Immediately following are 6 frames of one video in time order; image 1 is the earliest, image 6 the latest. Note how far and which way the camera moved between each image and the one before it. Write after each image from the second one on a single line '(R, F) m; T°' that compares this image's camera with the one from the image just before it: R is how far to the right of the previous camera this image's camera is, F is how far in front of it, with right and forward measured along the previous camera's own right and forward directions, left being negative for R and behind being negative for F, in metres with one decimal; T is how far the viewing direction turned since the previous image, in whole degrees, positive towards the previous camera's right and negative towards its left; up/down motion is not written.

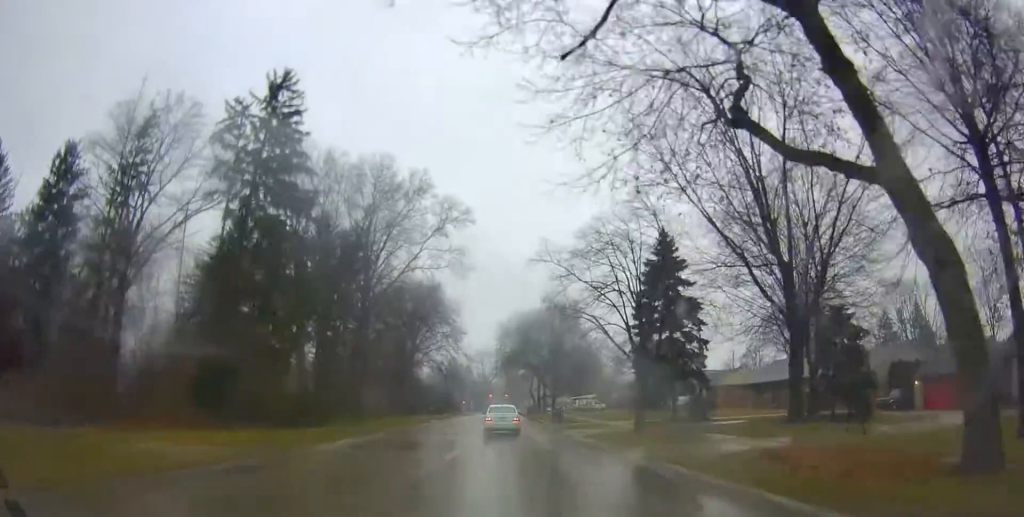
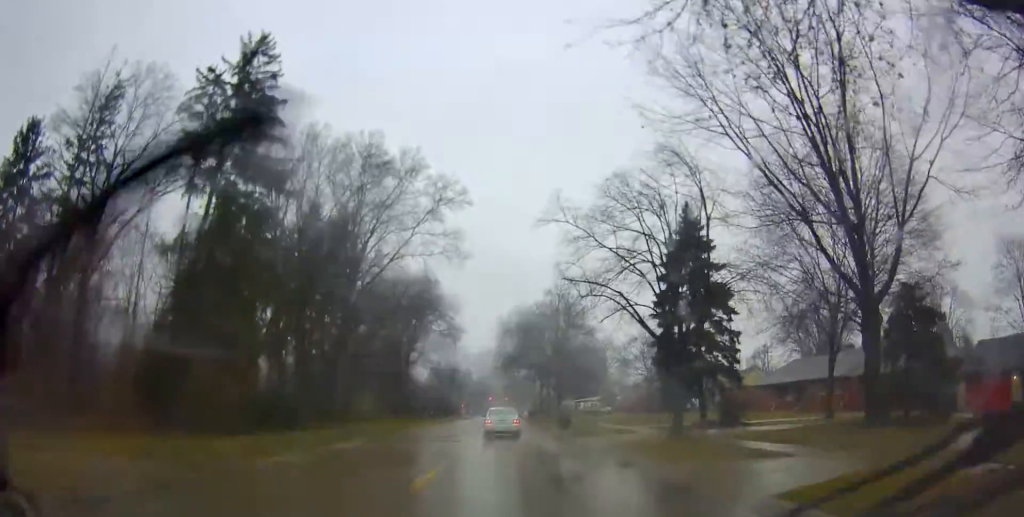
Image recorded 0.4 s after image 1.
(0.0, +5.2) m; -1°
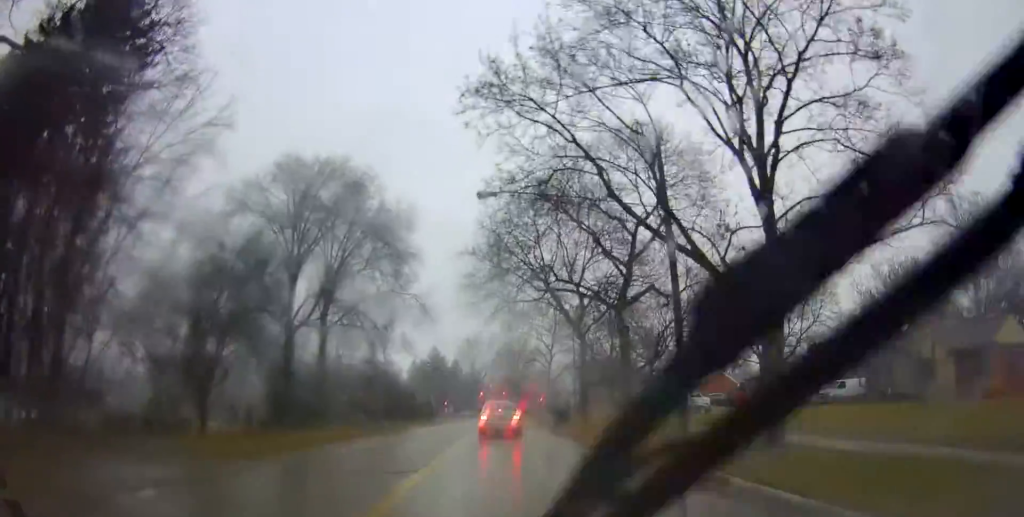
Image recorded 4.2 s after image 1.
(-0.5, +43.9) m; +2°
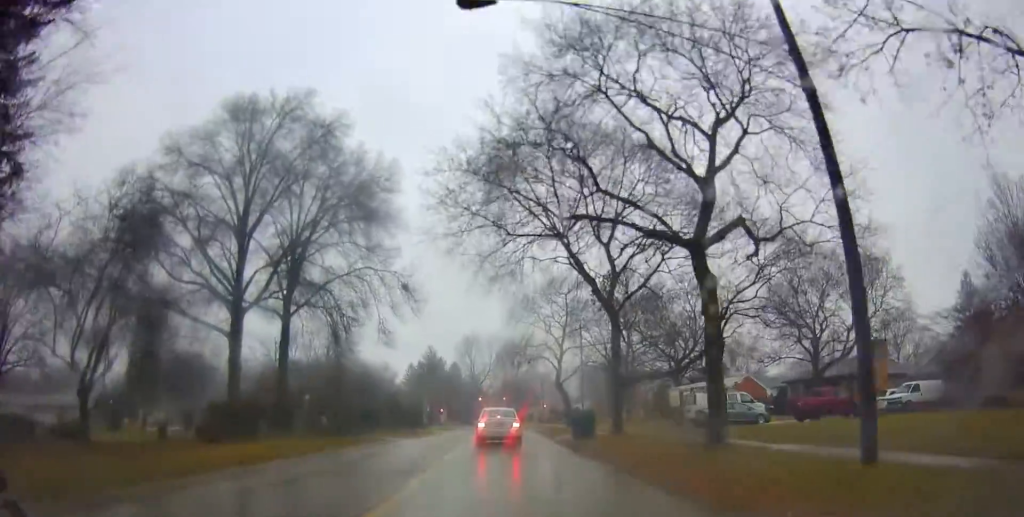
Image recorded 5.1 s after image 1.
(0.0, +10.0) m; 0°
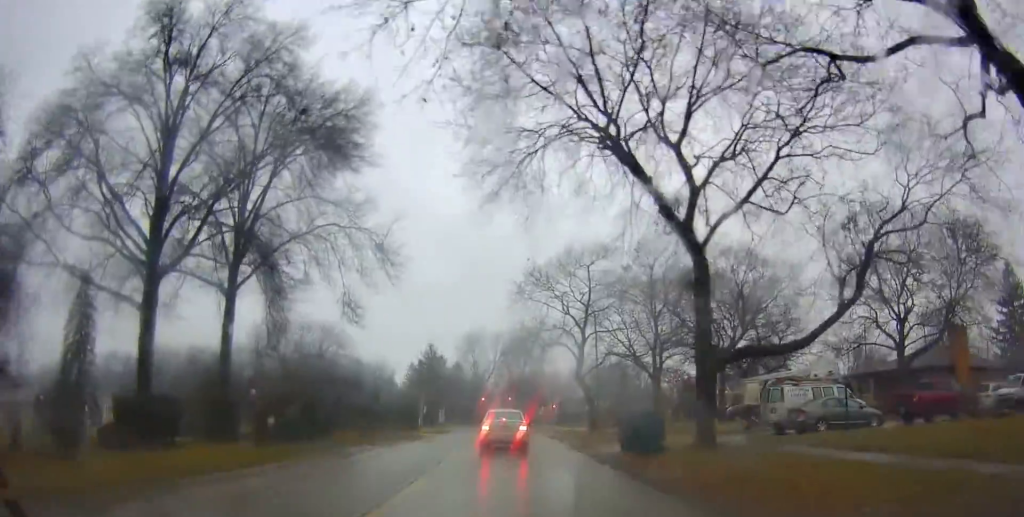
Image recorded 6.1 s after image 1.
(0.0, +10.7) m; -2°
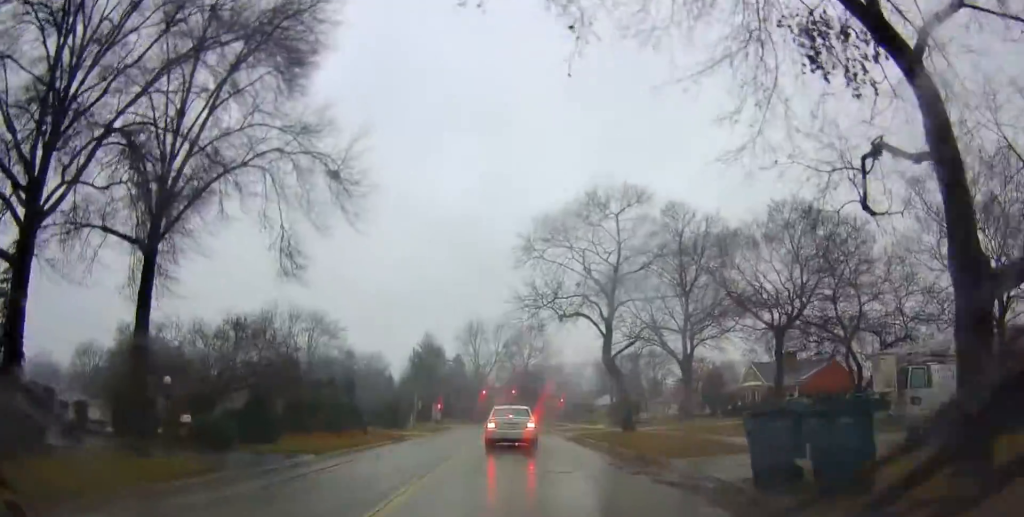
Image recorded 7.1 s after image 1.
(-0.4, +9.8) m; 0°
